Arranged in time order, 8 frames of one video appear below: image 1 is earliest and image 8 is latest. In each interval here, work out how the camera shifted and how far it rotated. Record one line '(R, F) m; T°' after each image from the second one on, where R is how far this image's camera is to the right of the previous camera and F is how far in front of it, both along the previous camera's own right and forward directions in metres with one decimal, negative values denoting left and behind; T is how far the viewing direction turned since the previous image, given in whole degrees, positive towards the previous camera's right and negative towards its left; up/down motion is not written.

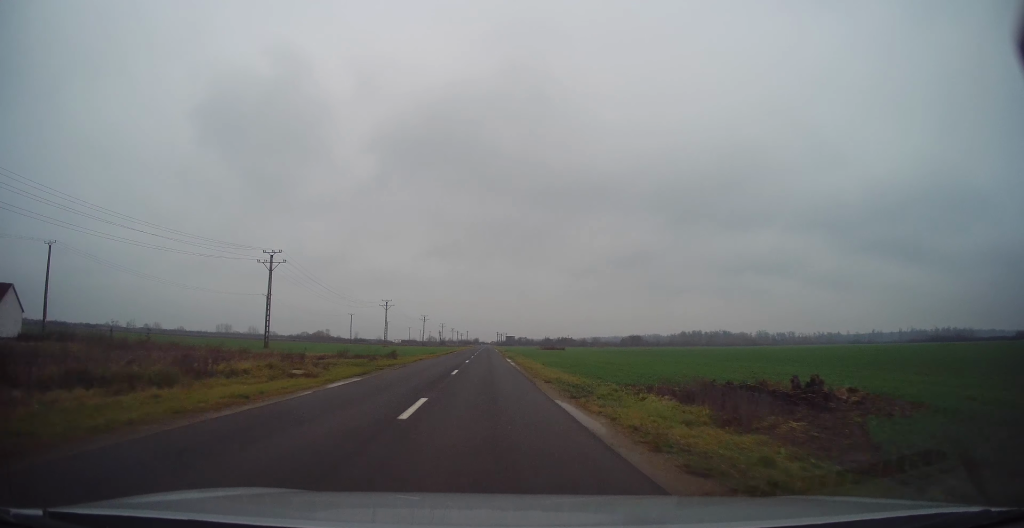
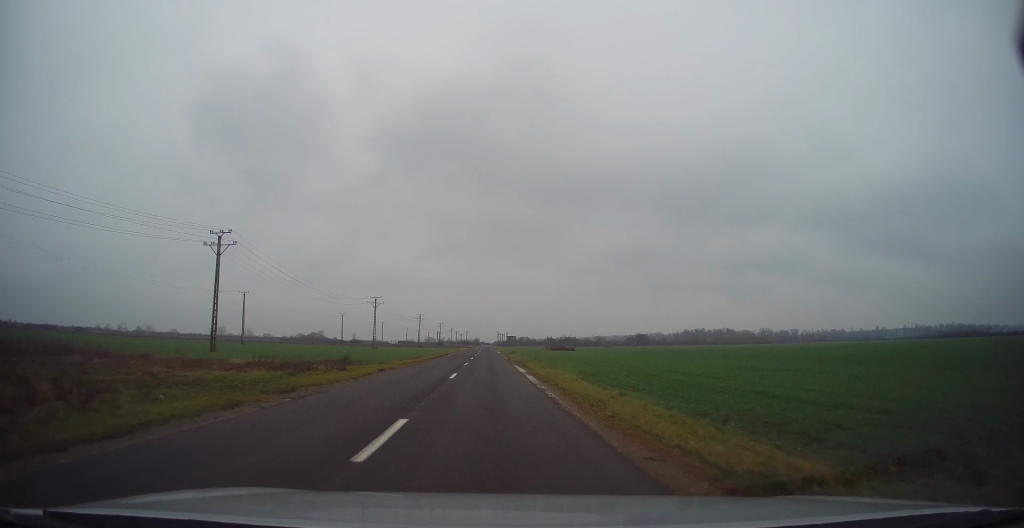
(-0.2, +15.0) m; 0°
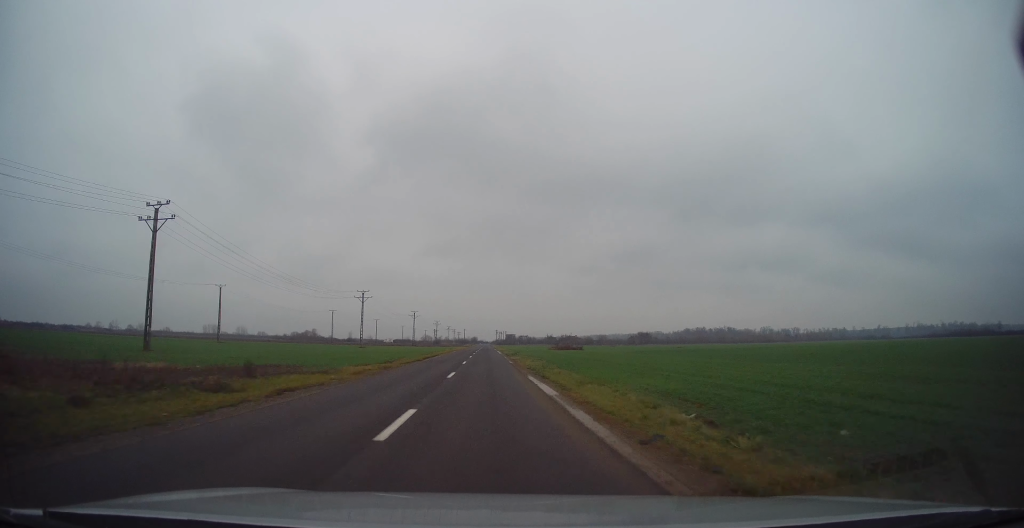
(0.0, +12.5) m; 0°
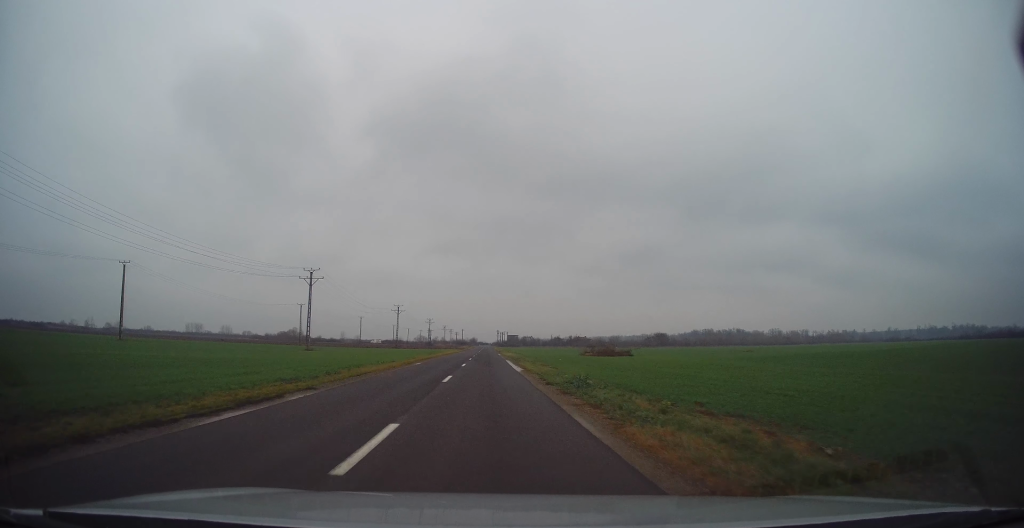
(0.0, +36.8) m; 0°
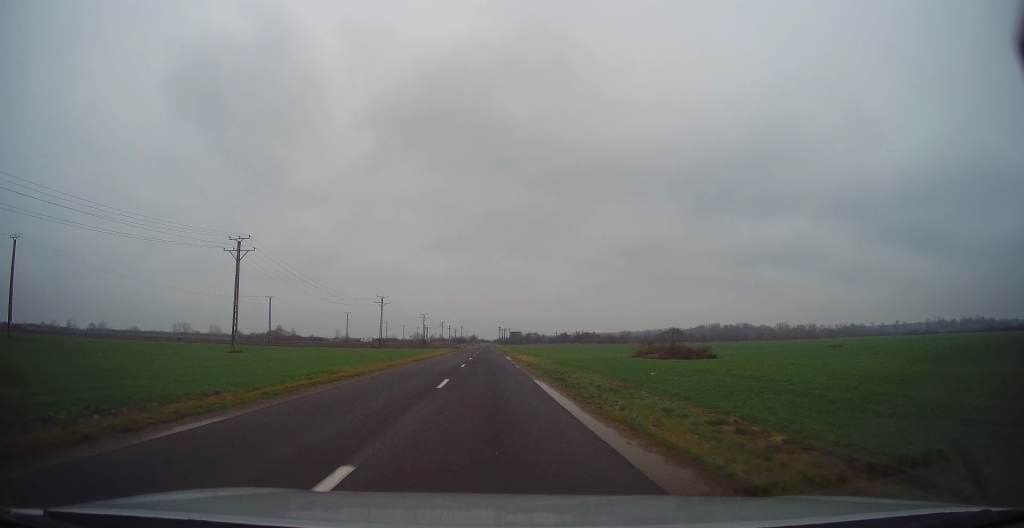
(0.0, +26.1) m; 0°
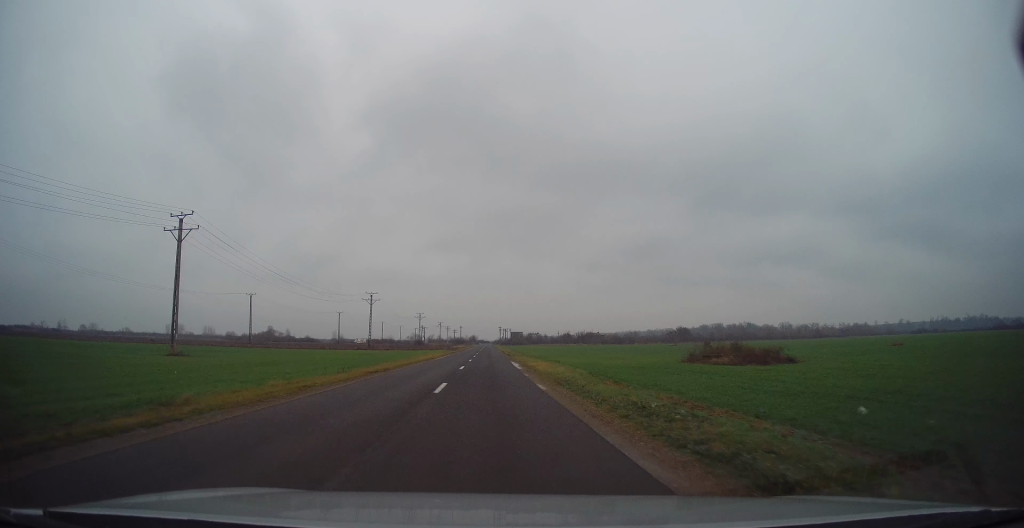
(0.0, +12.9) m; 0°
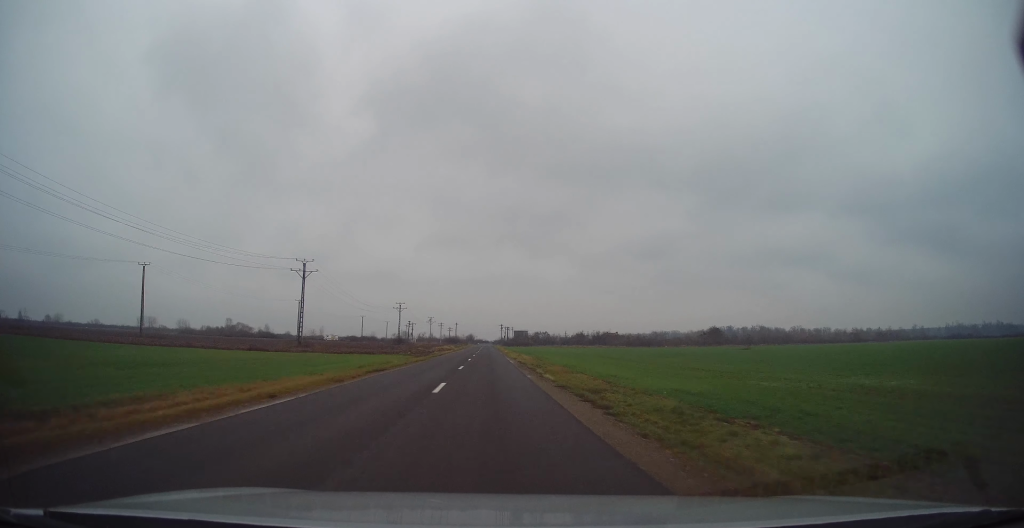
(-0.3, +47.1) m; 0°
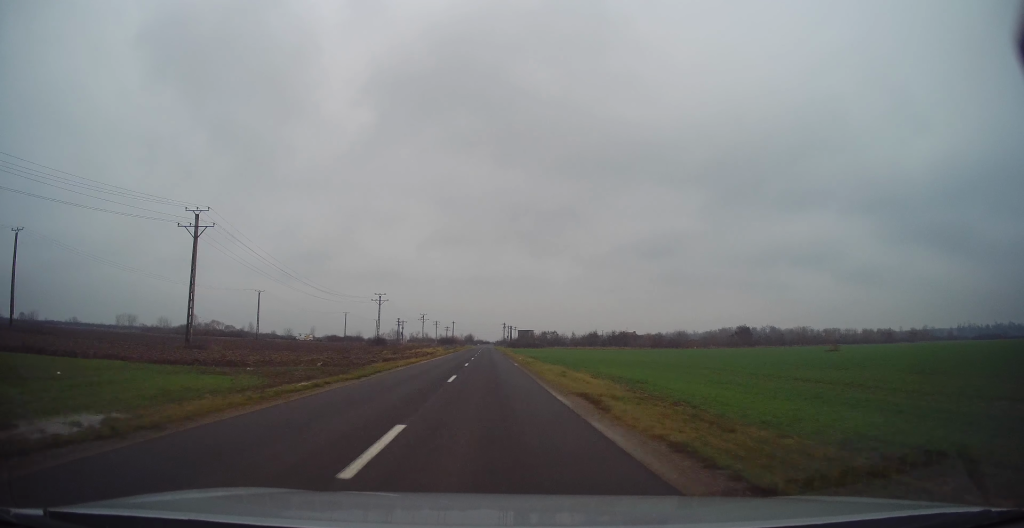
(+0.5, +31.9) m; +1°
